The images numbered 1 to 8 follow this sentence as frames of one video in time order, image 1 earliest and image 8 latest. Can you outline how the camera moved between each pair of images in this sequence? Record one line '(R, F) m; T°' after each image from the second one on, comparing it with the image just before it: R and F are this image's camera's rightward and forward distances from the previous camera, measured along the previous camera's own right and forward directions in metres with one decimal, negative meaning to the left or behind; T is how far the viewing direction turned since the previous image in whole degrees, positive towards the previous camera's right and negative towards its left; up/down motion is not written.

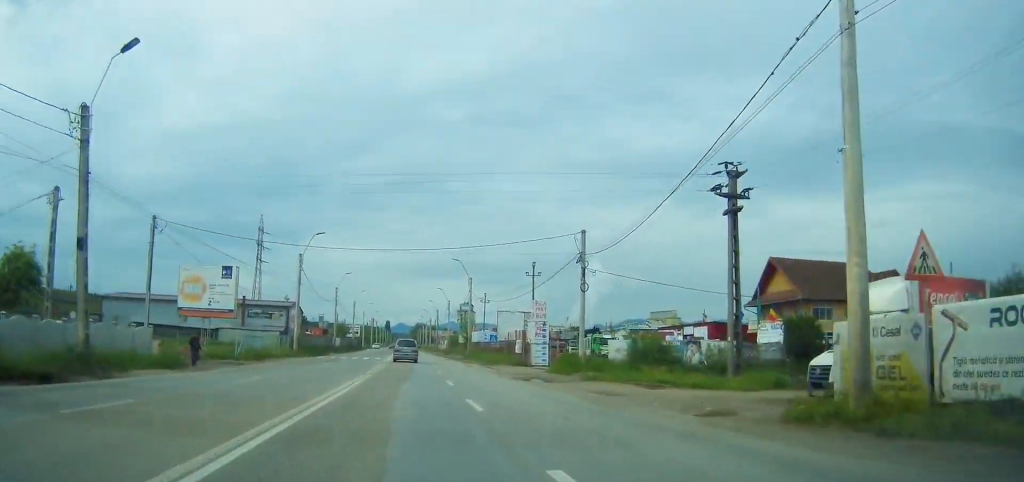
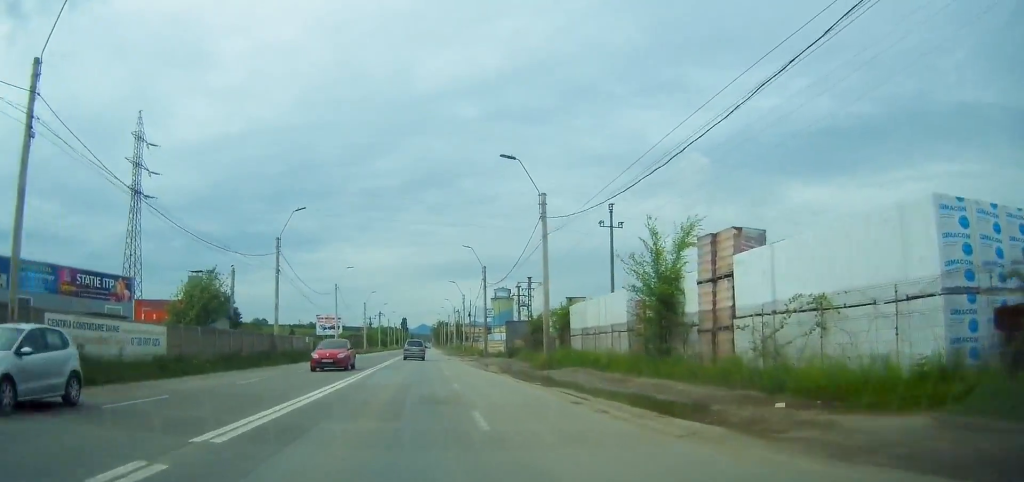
(-1.3, +73.5) m; -2°
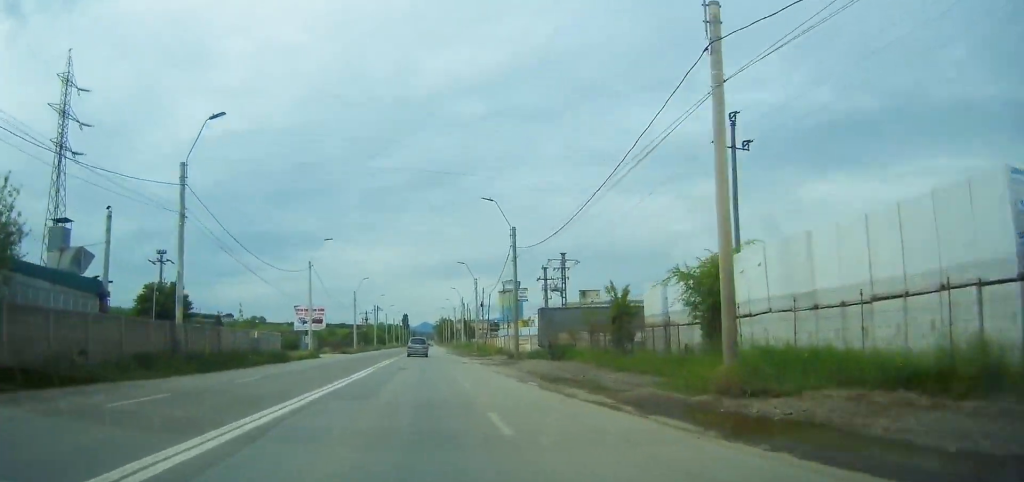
(0.0, +19.6) m; 0°
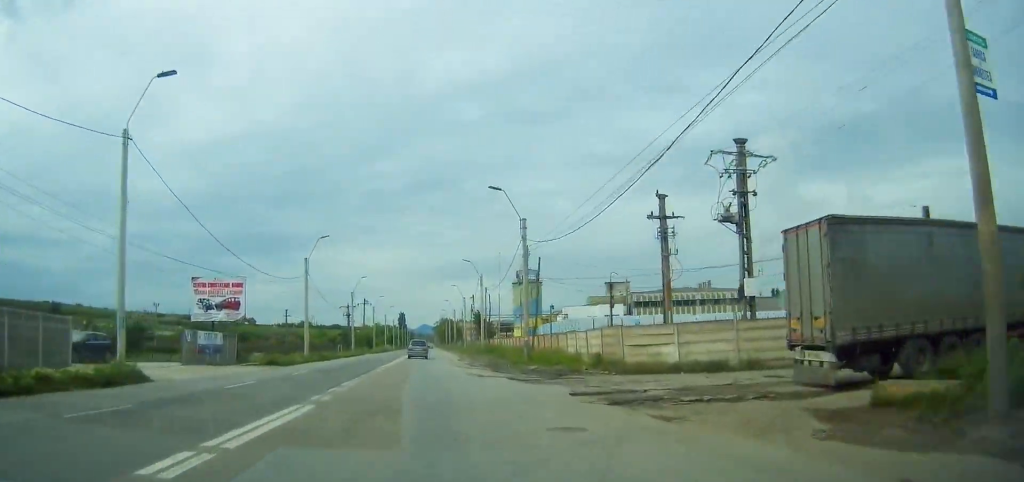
(0.0, +38.4) m; 0°
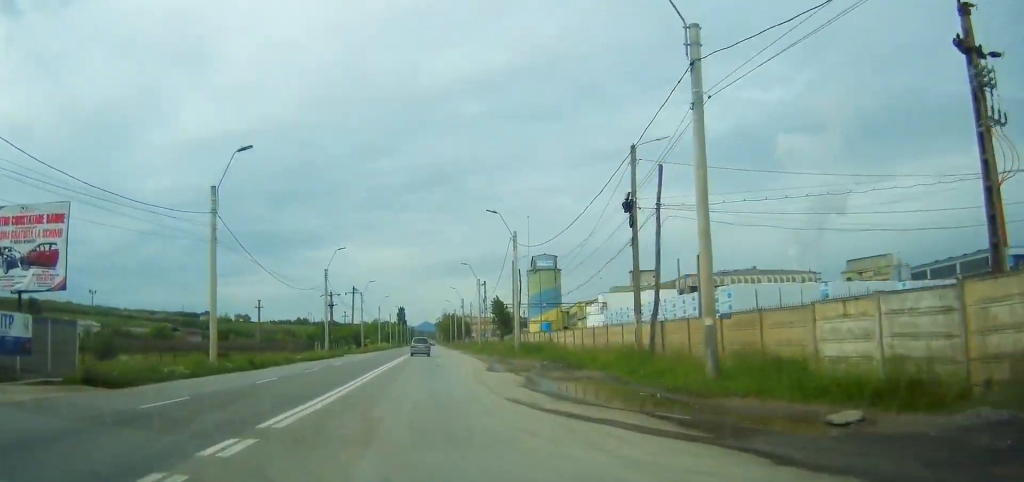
(0.0, +25.1) m; 0°
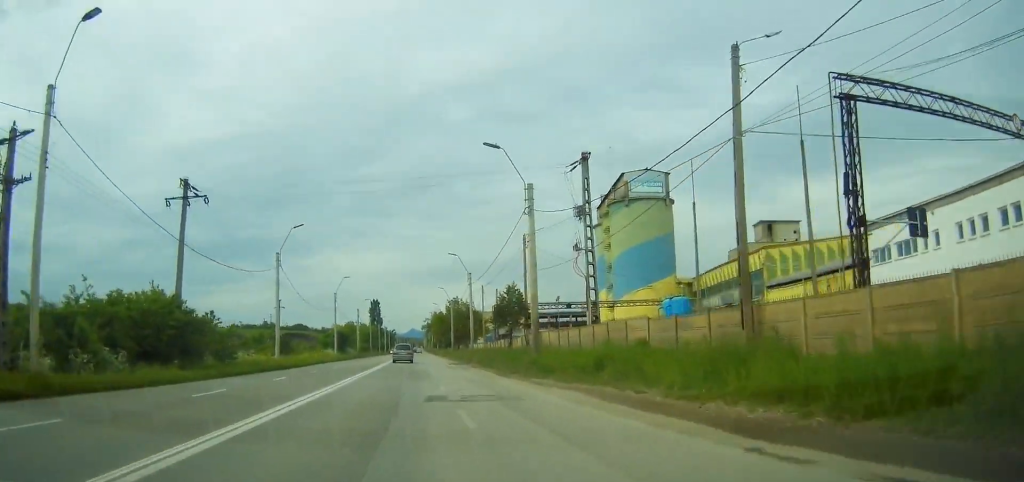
(+1.3, +81.8) m; +1°
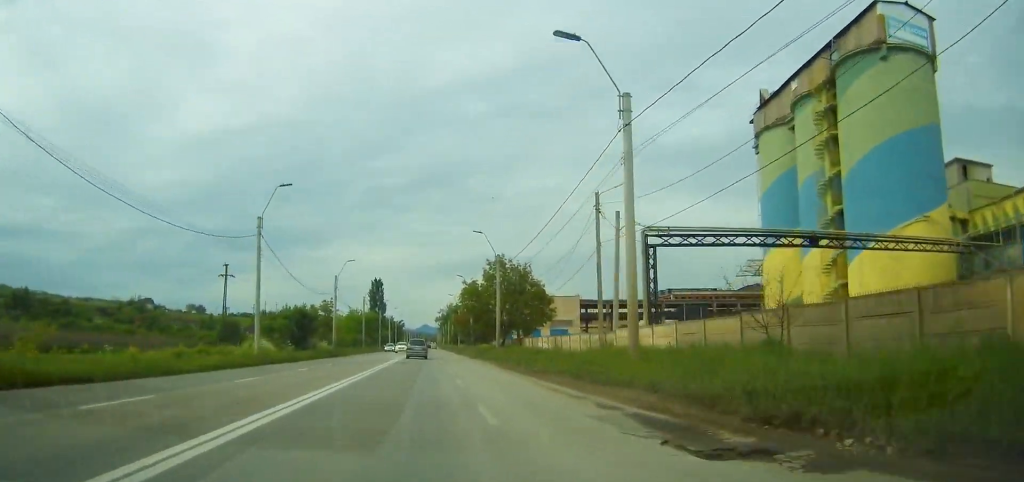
(-0.8, +45.5) m; -1°
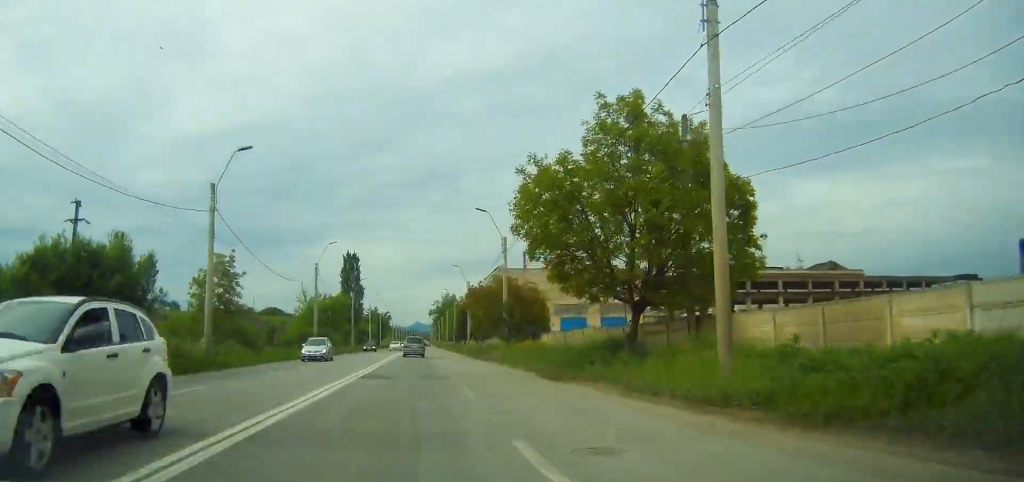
(0.0, +41.2) m; 0°
